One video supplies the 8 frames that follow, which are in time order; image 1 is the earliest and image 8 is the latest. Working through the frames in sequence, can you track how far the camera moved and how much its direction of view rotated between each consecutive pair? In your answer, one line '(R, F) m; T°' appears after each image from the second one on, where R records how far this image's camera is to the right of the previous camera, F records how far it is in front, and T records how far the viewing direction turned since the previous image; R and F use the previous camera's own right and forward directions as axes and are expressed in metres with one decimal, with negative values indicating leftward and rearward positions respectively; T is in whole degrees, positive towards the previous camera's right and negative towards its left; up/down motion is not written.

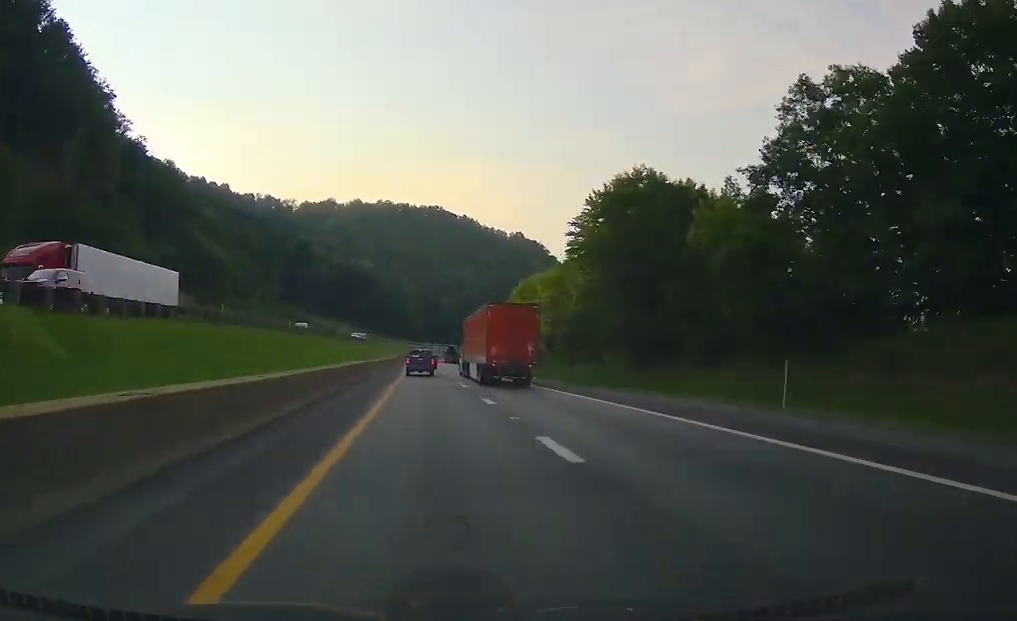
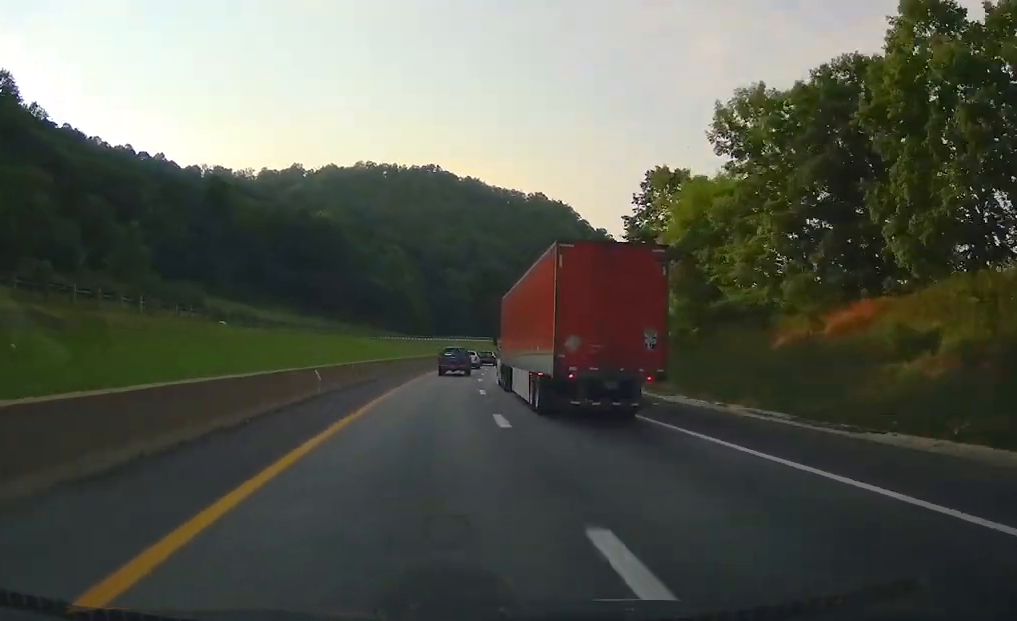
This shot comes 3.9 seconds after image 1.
(-7.3, +126.3) m; 0°
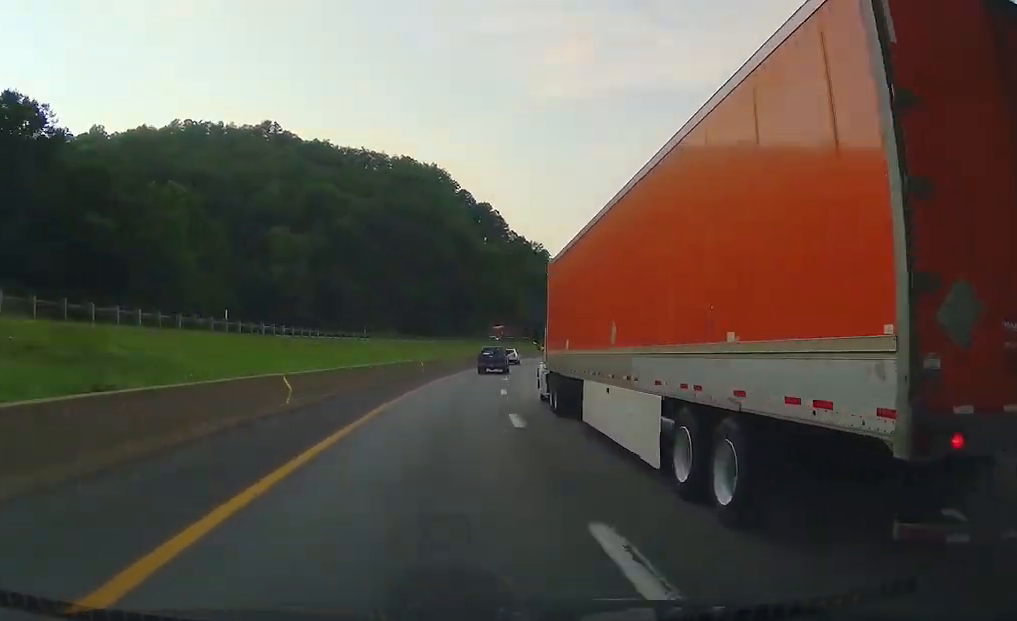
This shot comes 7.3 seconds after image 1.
(+4.3, +131.5) m; +9°
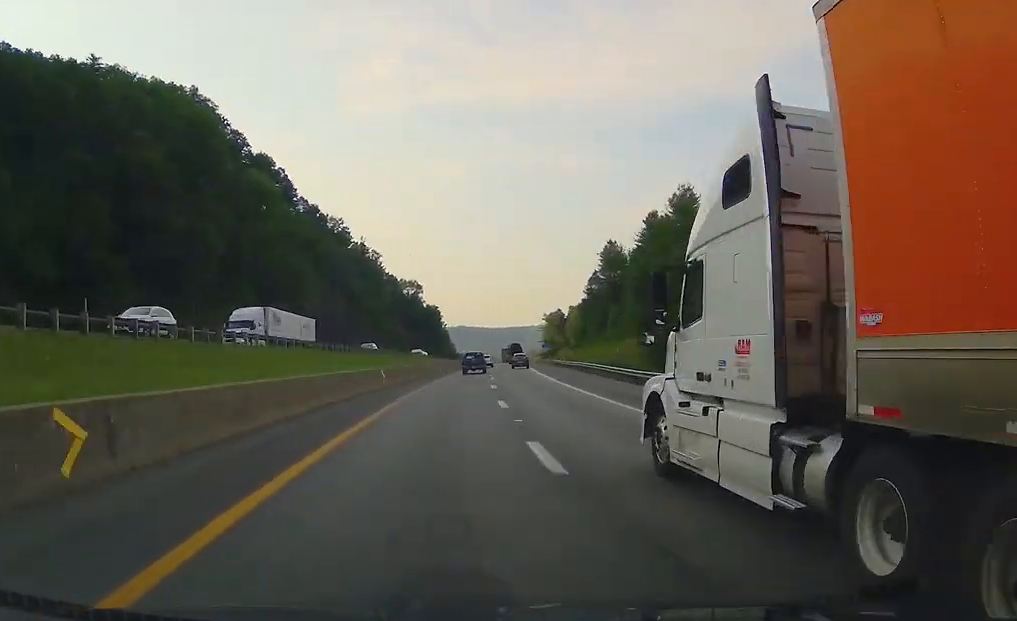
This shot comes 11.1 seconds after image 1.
(+16.1, +119.5) m; +13°
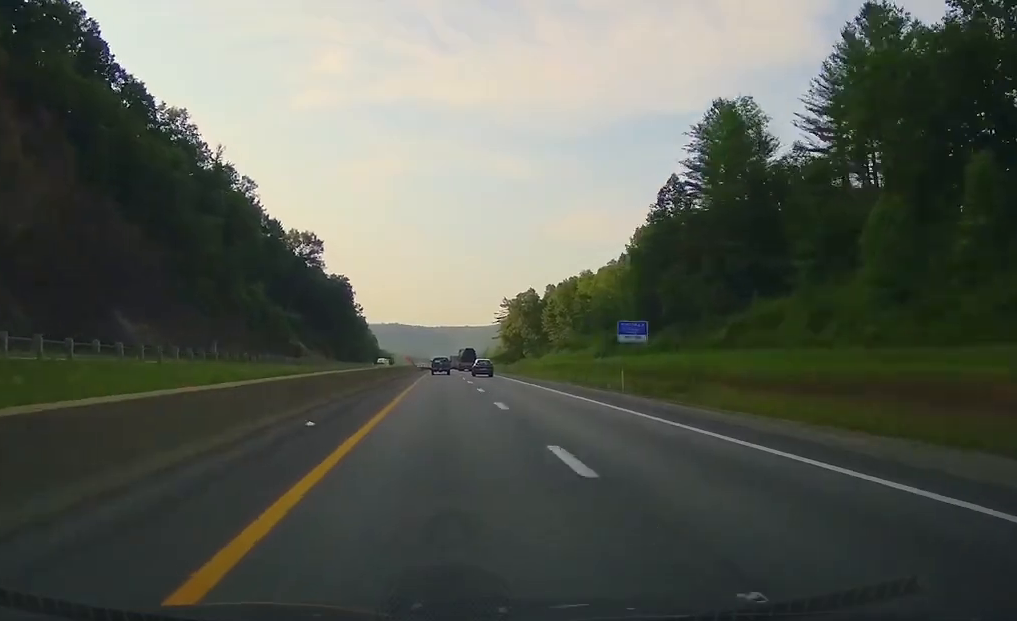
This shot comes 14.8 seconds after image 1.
(+11.8, +116.2) m; +6°
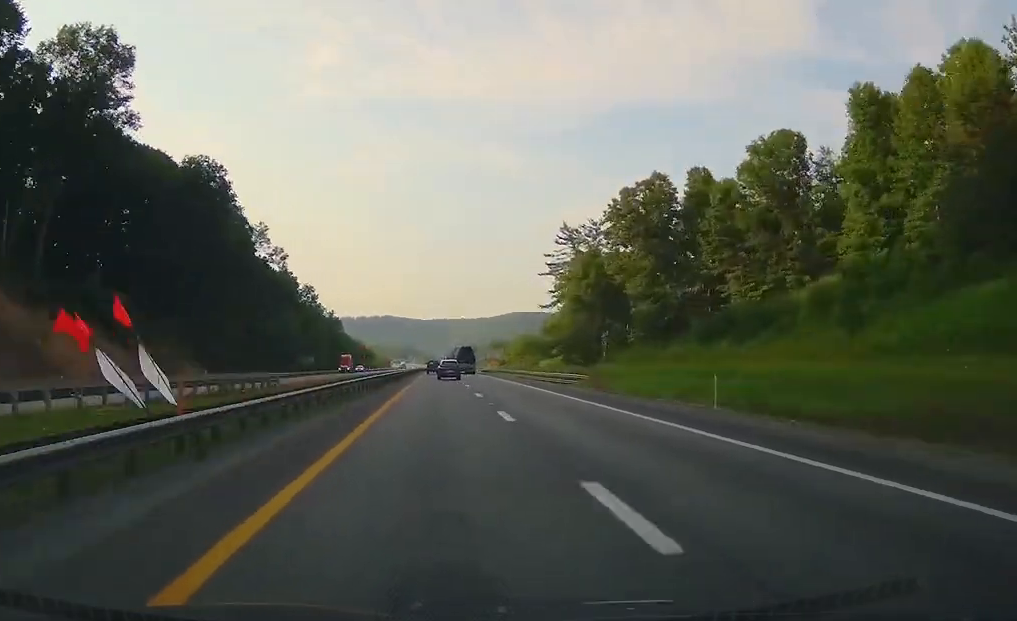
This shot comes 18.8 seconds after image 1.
(+1.5, +123.7) m; +1°
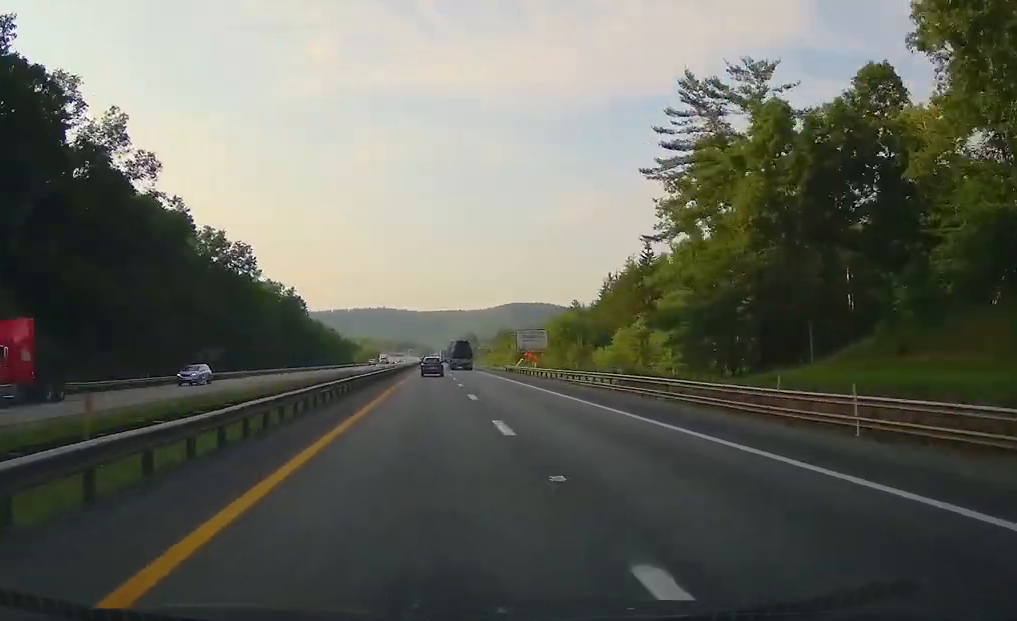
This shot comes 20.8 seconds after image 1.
(-0.1, +60.7) m; 0°
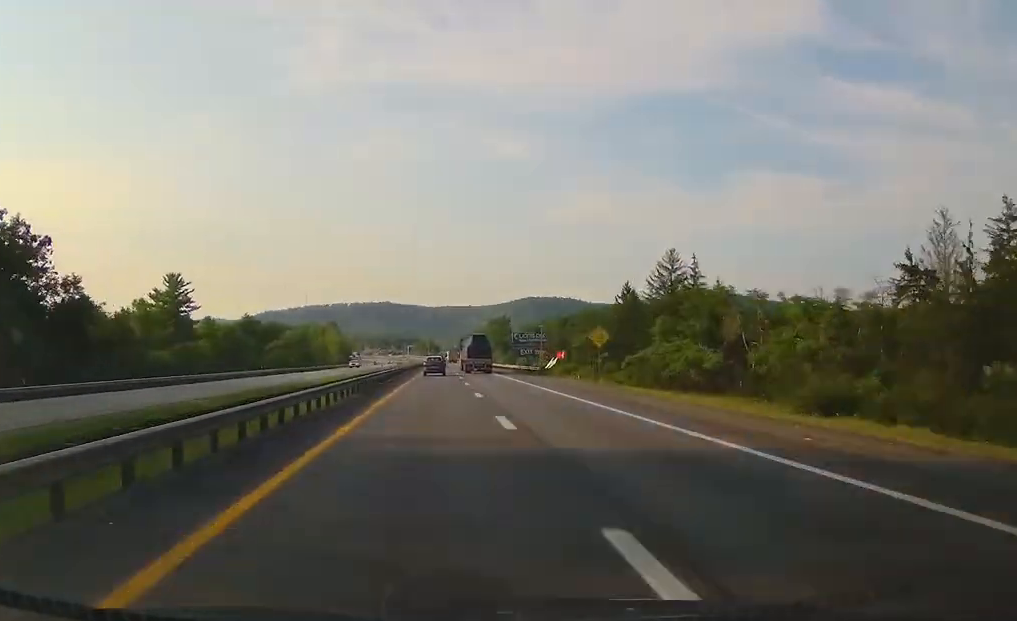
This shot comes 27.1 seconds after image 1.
(-0.5, +190.5) m; 0°
